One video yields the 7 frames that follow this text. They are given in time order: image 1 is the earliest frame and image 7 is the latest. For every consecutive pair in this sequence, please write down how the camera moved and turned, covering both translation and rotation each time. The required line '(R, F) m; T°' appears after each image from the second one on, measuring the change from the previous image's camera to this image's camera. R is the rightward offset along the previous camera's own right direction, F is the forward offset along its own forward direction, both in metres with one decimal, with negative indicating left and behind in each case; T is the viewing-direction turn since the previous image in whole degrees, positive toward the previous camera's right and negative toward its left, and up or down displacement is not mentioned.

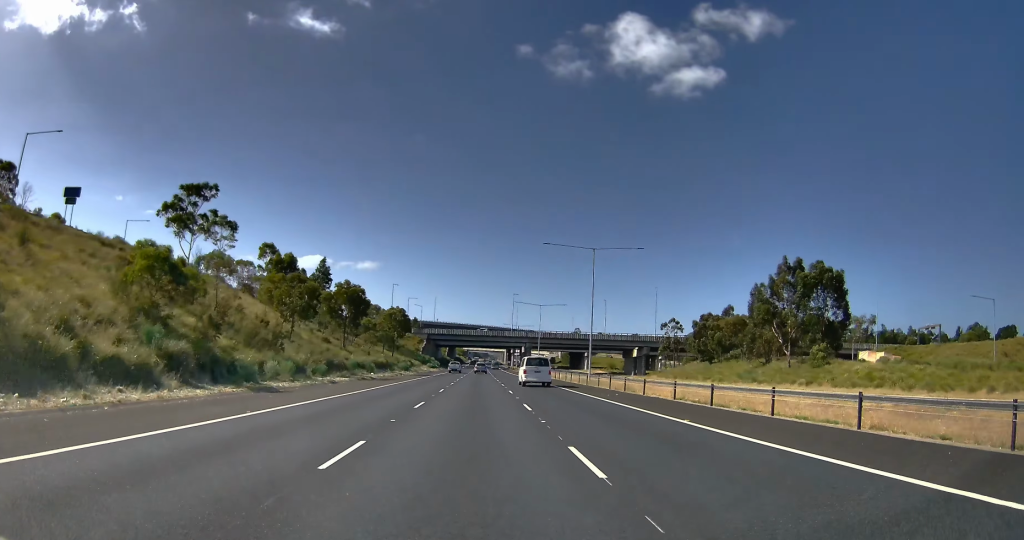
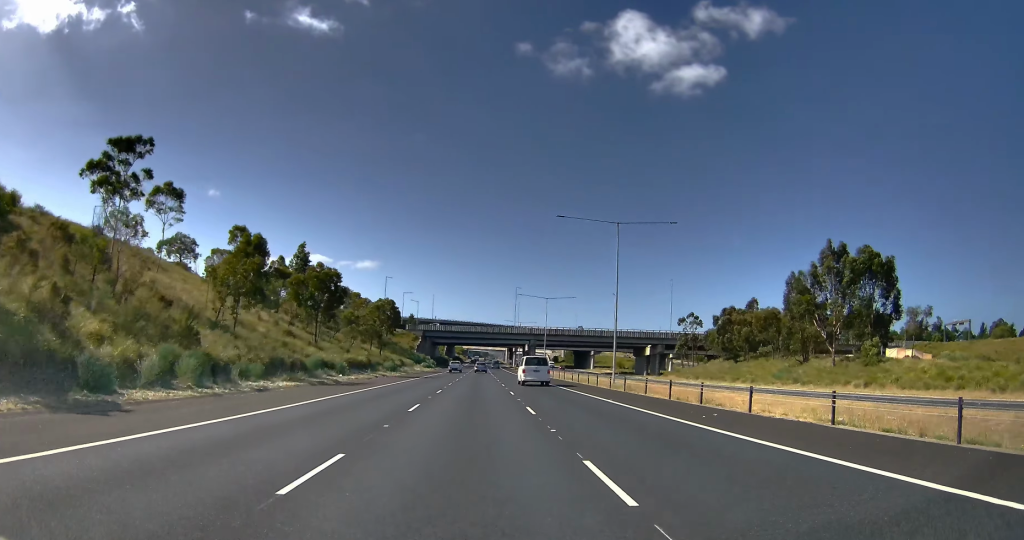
(-0.1, +11.2) m; -1°
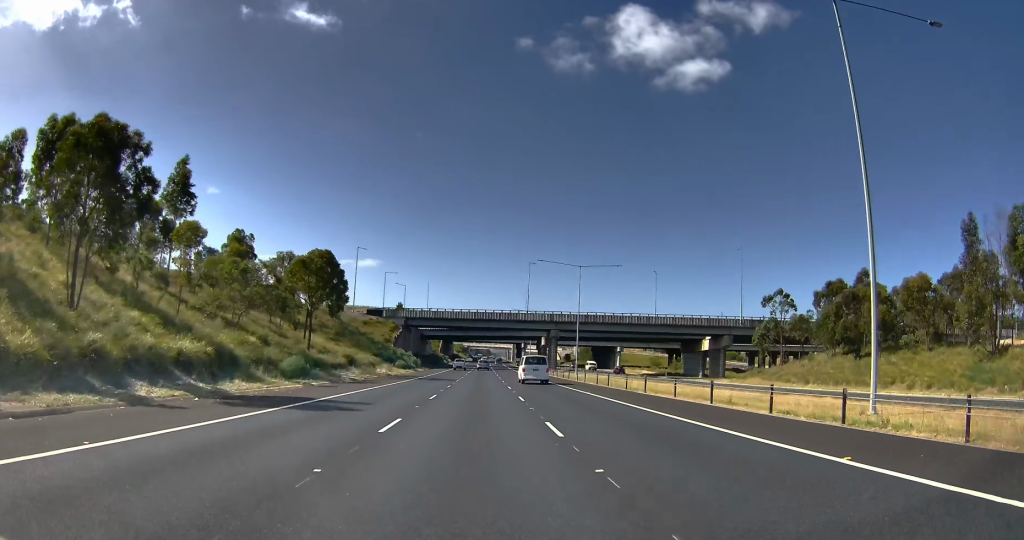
(-0.1, +38.3) m; +1°
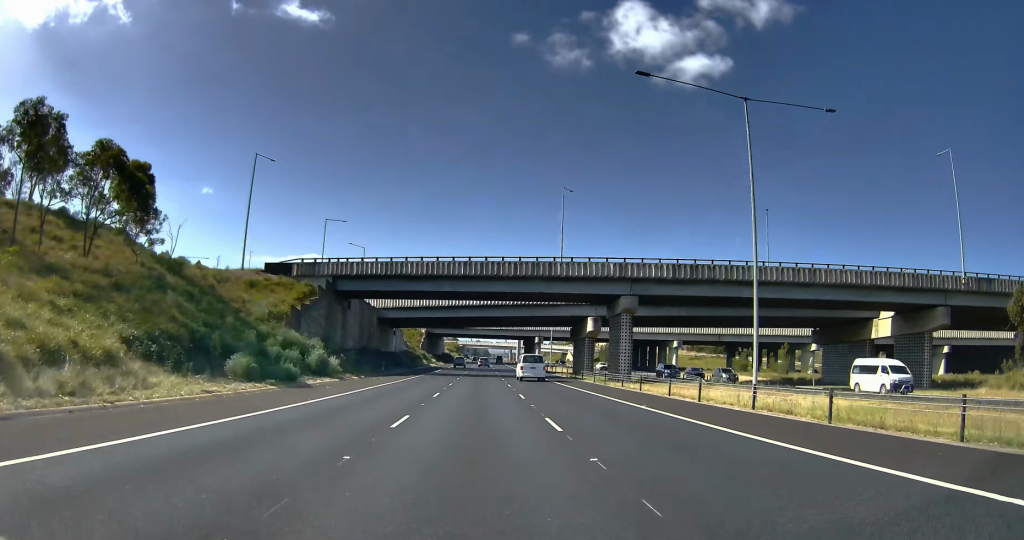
(+0.6, +65.2) m; 0°
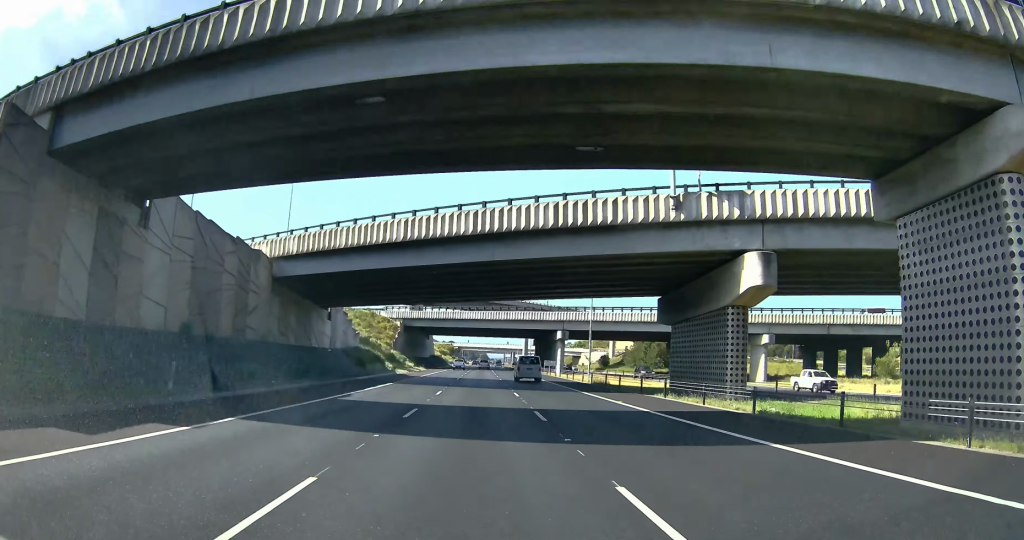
(+0.1, +59.1) m; 0°
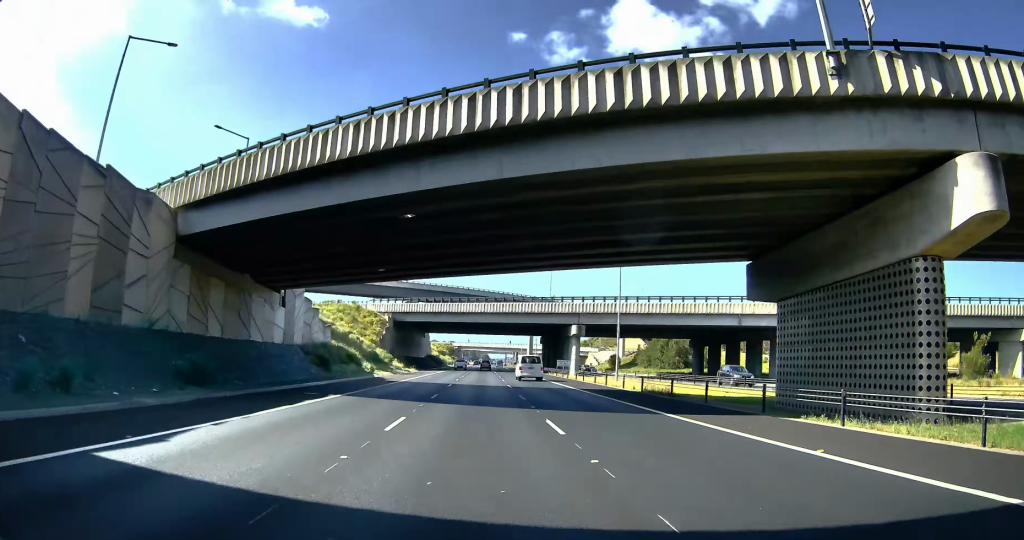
(-0.2, +19.1) m; -1°
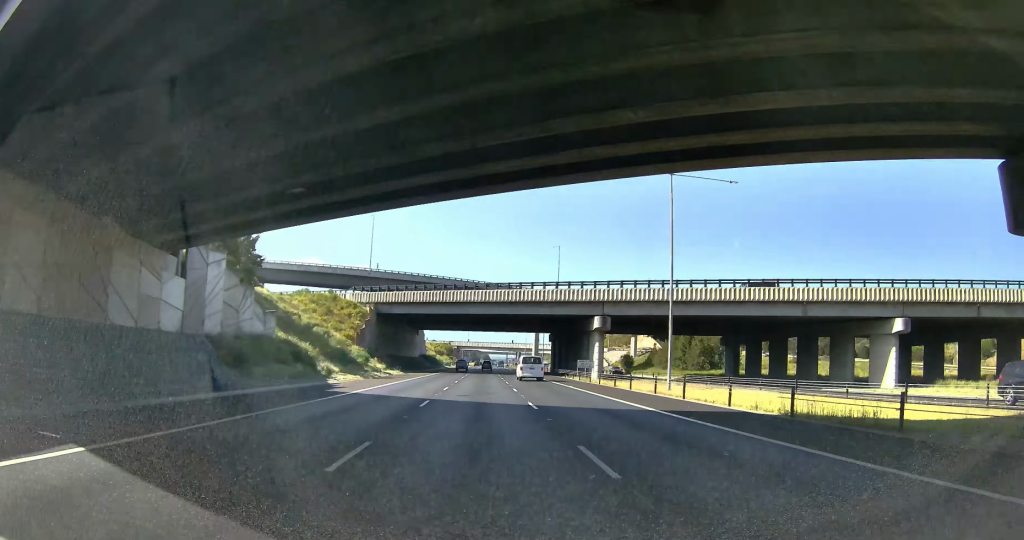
(-0.2, +20.3) m; 0°
